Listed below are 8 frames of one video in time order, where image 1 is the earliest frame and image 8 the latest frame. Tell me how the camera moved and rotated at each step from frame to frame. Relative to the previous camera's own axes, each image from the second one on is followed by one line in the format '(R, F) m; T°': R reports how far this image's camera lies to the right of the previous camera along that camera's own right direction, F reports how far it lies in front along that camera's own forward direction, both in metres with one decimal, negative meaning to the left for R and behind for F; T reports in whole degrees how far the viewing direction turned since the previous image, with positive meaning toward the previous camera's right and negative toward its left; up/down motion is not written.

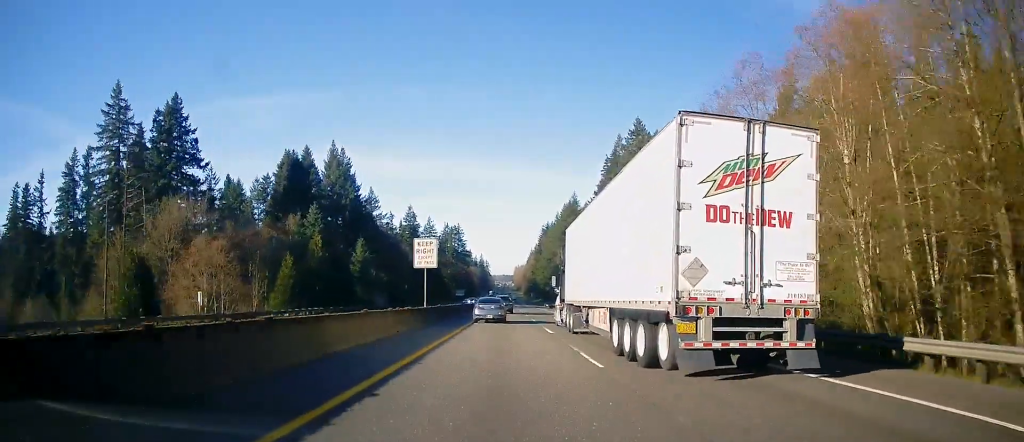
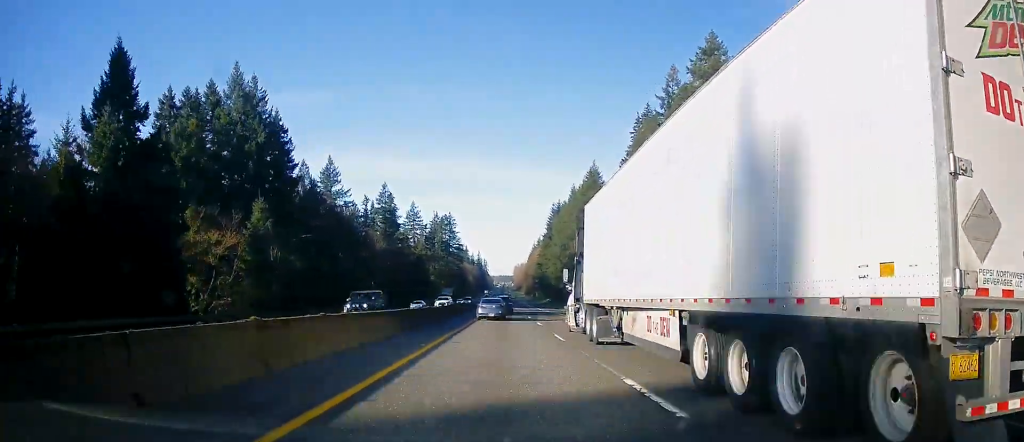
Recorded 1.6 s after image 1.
(+0.5, +54.0) m; 0°
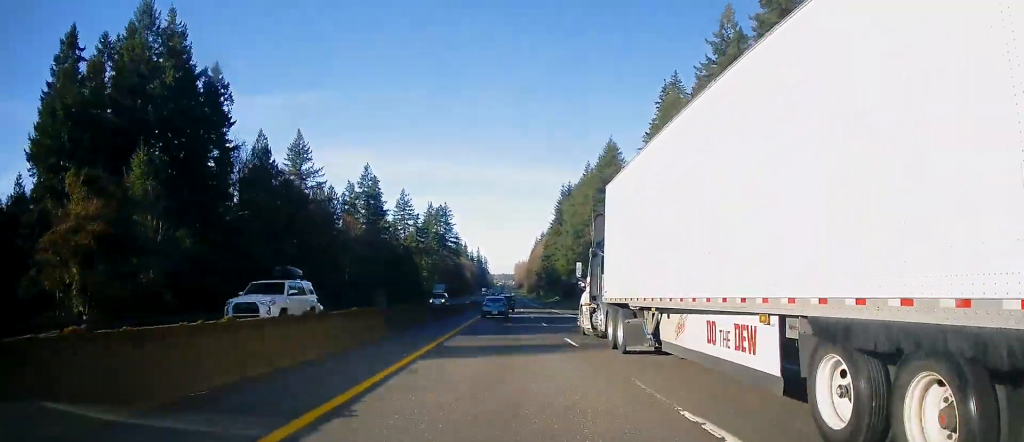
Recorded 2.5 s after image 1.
(-0.5, +27.5) m; 0°
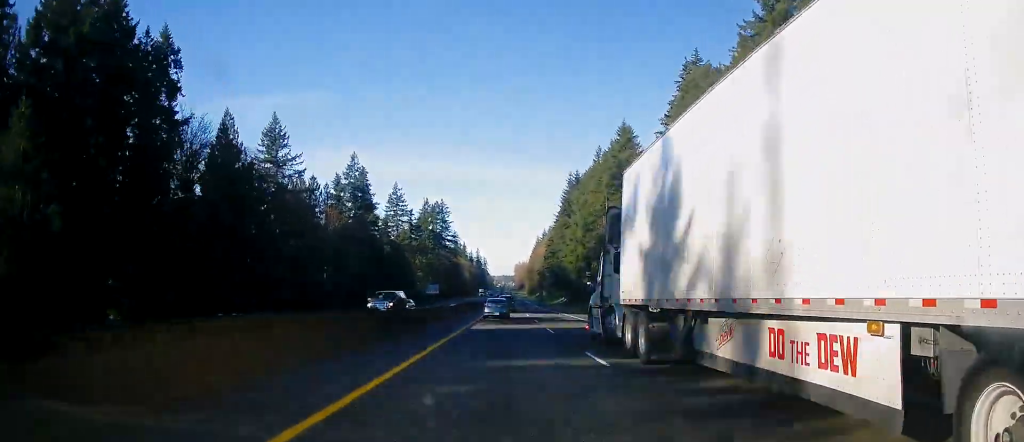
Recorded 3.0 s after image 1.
(+0.1, +16.5) m; 0°
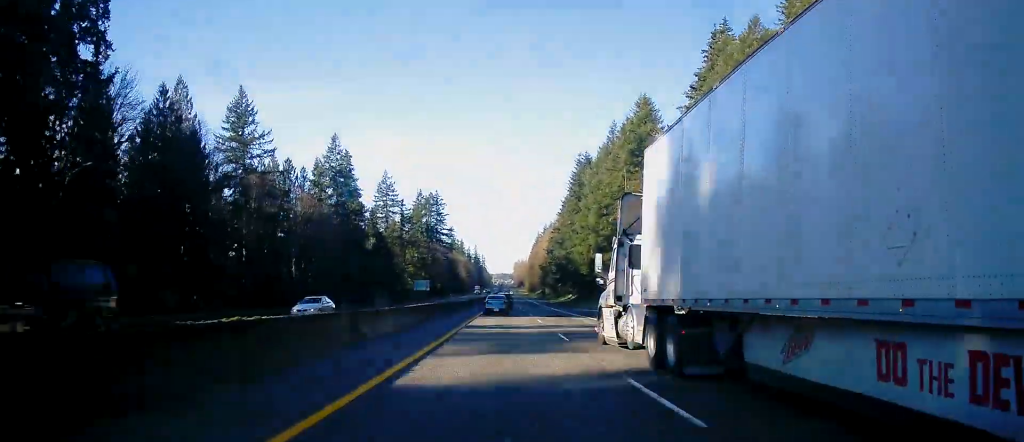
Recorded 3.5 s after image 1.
(+0.2, +17.7) m; 0°
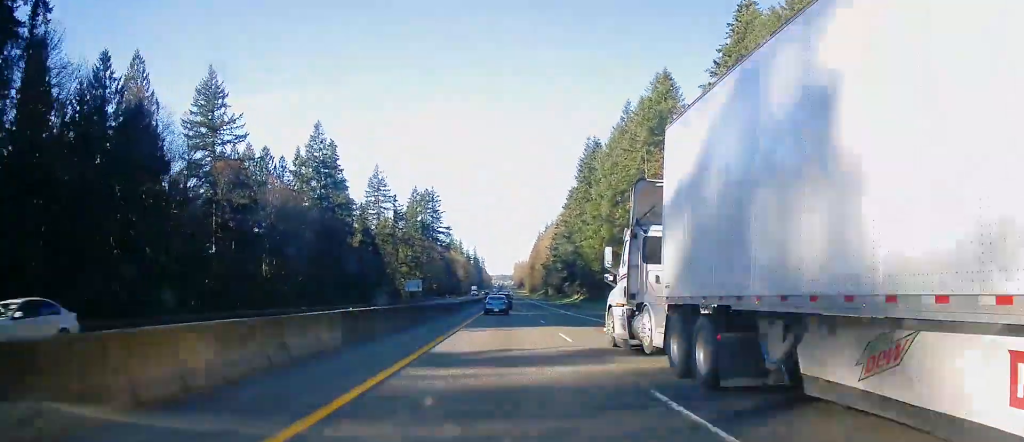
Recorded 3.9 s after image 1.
(-0.1, +13.3) m; 0°
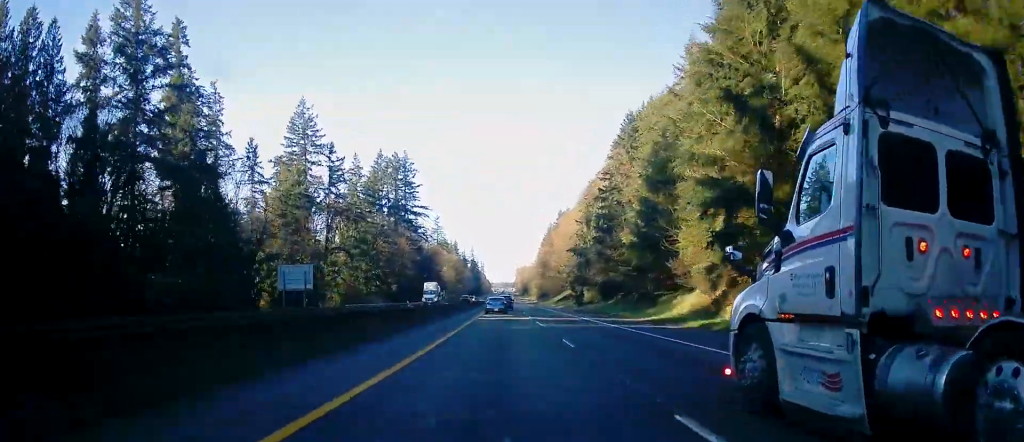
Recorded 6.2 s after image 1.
(+0.3, +75.5) m; 0°
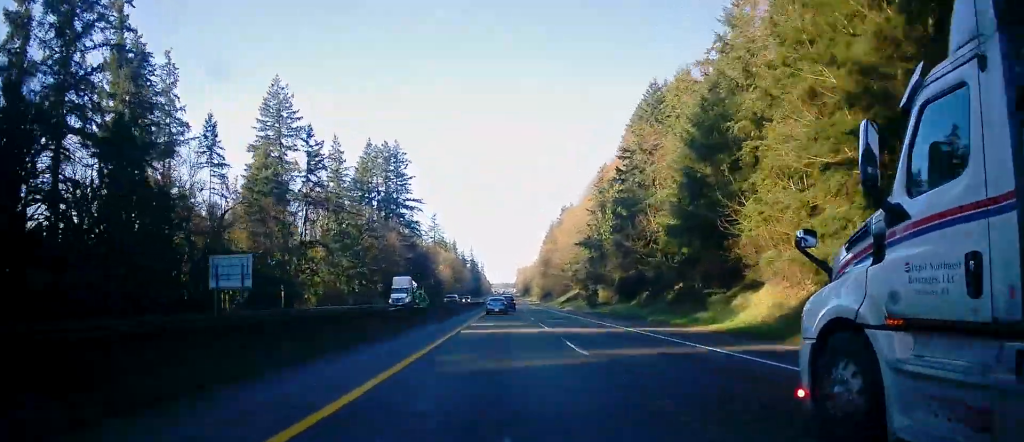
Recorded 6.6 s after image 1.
(+0.3, +14.4) m; 0°
